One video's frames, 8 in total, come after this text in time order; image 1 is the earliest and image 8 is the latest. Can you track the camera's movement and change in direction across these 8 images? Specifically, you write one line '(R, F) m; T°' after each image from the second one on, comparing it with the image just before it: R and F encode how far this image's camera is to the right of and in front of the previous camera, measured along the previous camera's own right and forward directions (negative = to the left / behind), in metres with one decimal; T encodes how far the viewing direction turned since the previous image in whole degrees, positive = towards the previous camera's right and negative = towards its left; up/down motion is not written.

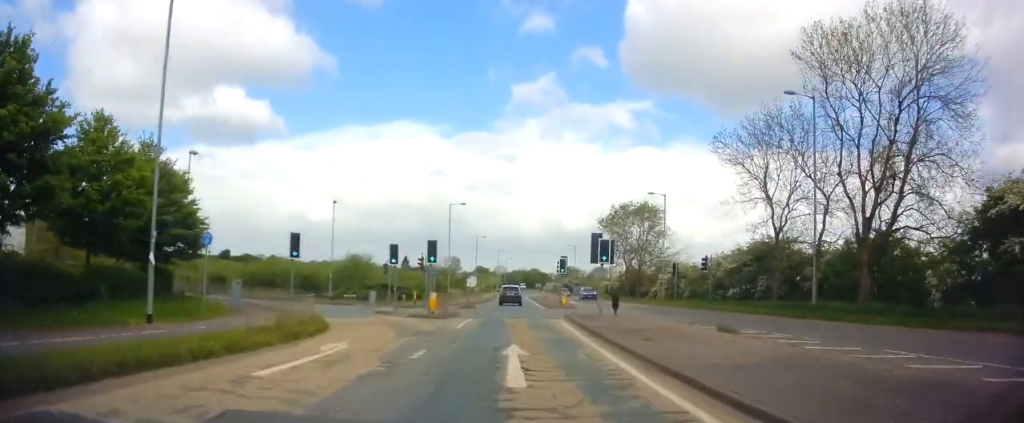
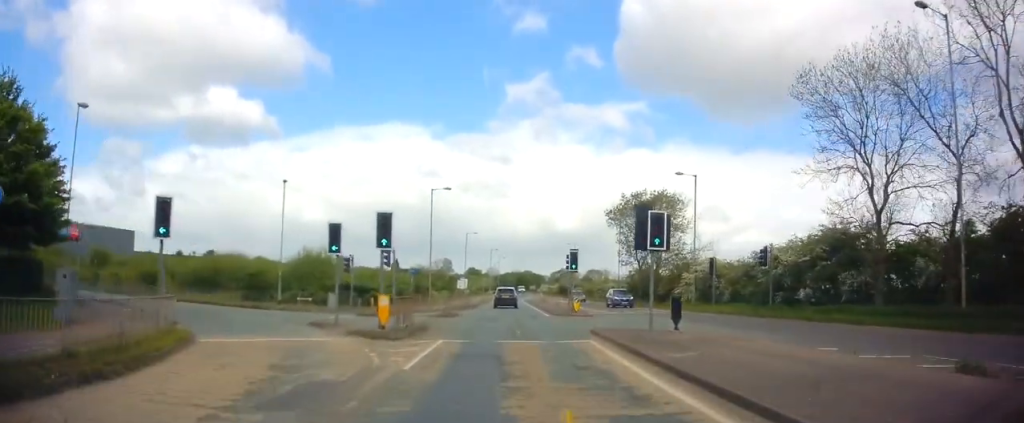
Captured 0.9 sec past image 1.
(+0.5, +10.0) m; -1°
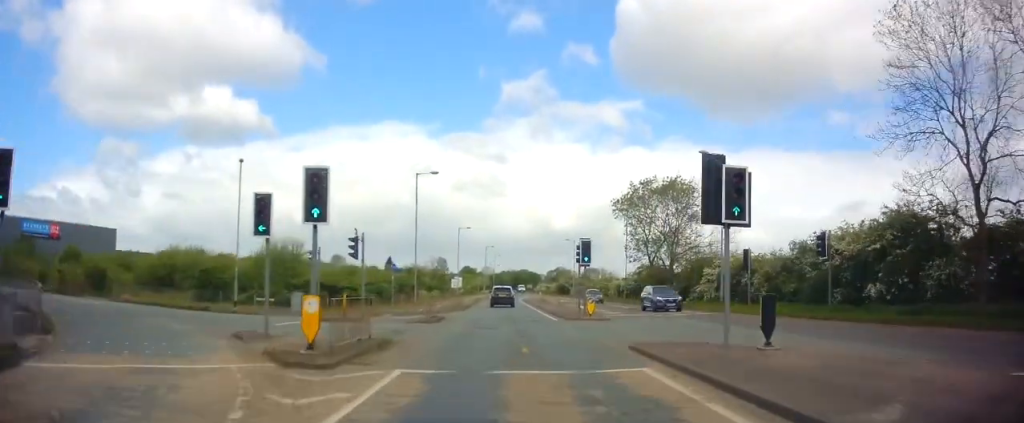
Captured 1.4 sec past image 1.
(-0.3, +6.2) m; -1°
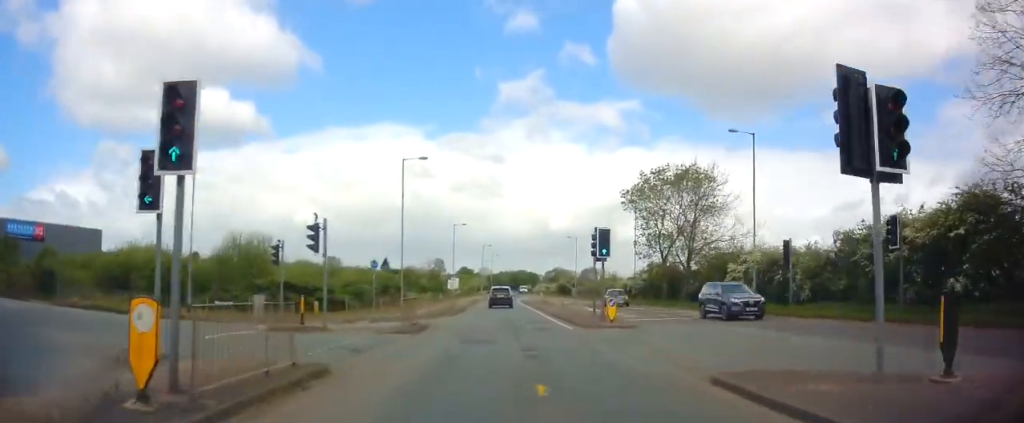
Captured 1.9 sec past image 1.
(-0.2, +5.0) m; 0°
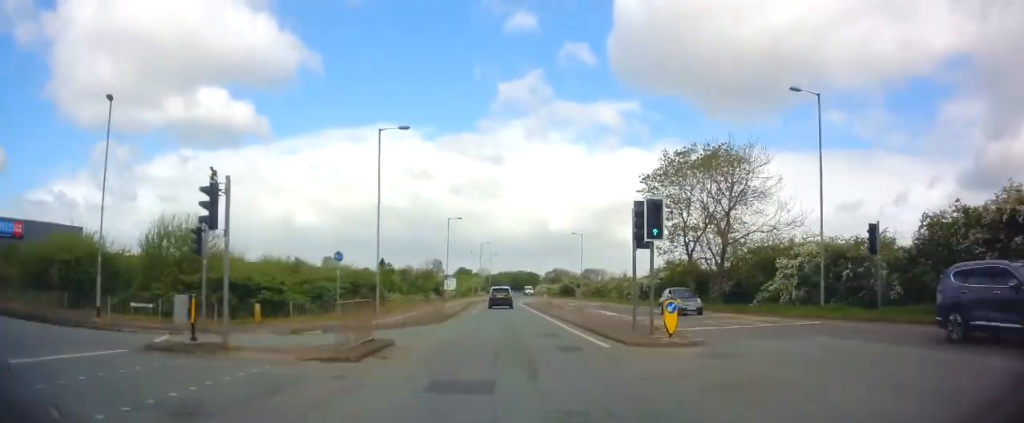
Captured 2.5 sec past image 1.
(+0.2, +7.2) m; +1°
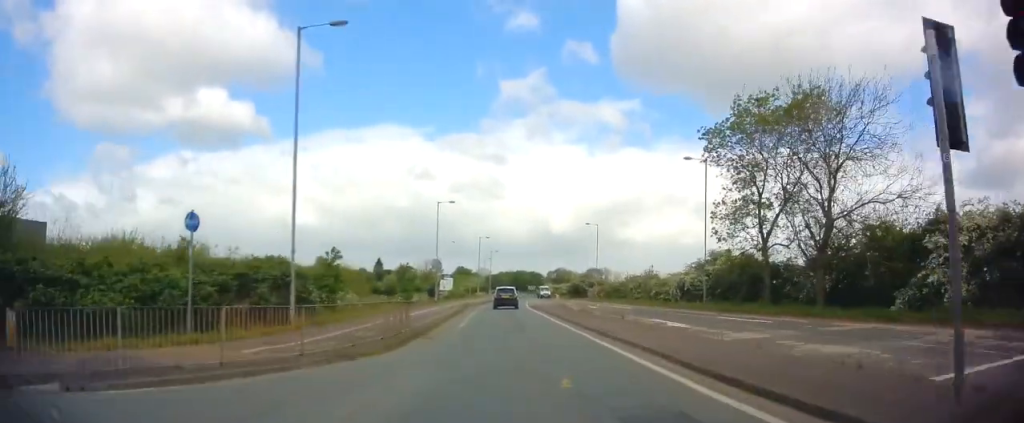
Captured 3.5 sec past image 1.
(+0.1, +12.8) m; +2°
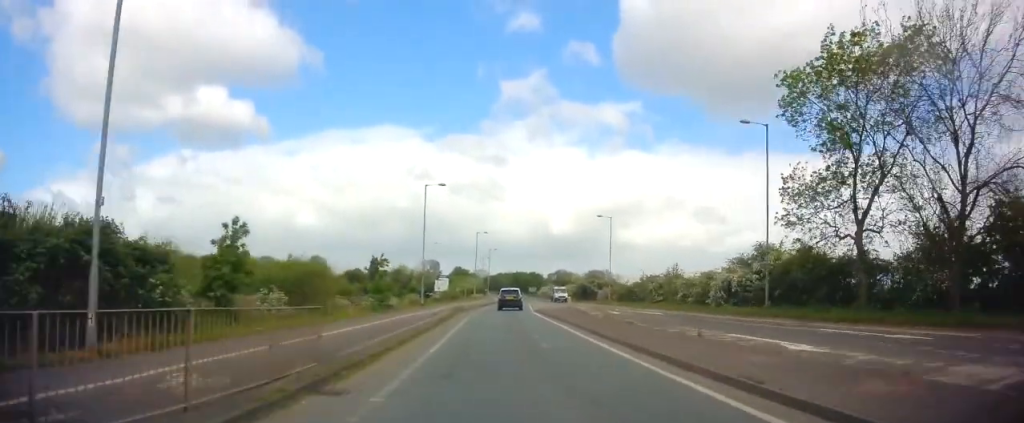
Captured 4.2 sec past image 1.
(+0.1, +9.4) m; +1°
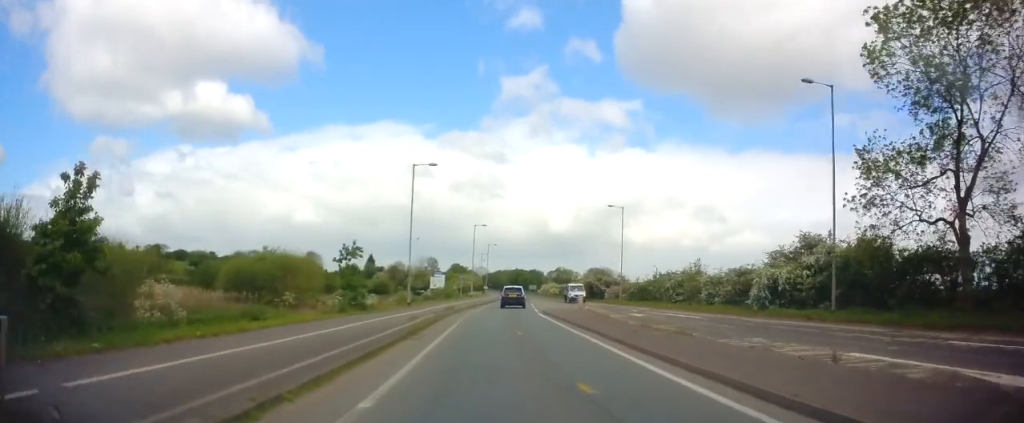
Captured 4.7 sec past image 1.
(+0.3, +6.5) m; 0°
